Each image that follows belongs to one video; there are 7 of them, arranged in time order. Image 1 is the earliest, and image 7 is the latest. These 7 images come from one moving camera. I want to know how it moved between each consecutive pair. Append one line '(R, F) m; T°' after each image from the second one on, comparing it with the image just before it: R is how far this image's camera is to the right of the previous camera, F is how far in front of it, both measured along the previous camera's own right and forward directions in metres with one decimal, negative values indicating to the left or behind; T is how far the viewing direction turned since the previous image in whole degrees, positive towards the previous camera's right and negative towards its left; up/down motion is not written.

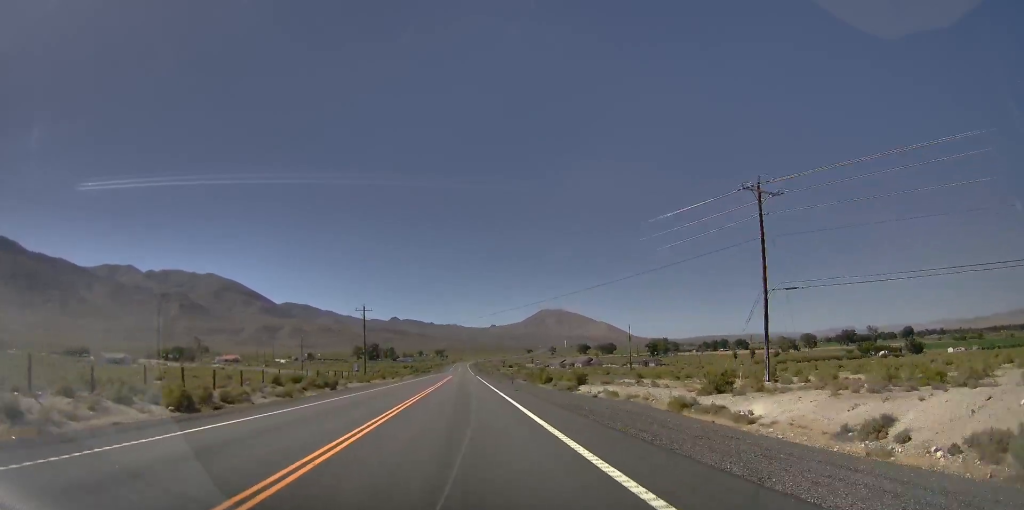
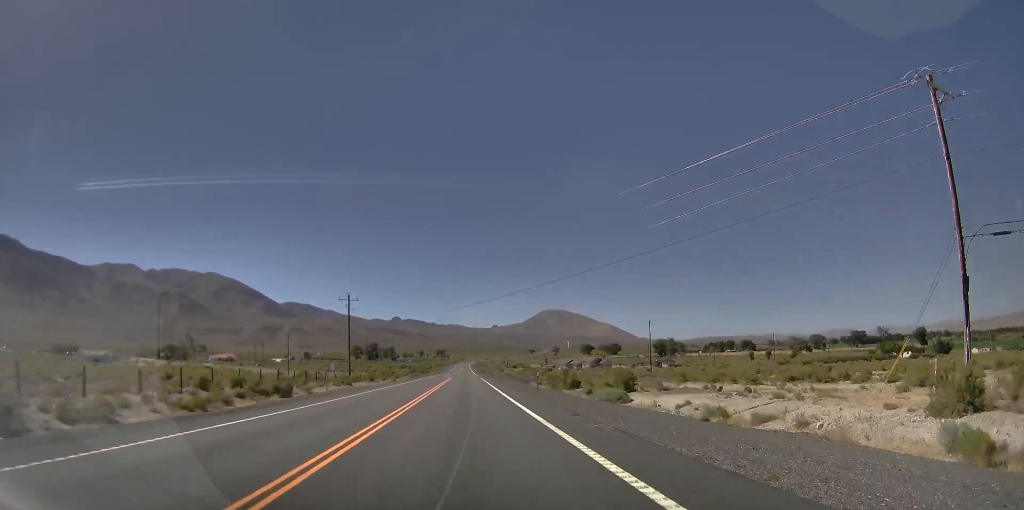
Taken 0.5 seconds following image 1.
(+0.3, +17.0) m; +1°
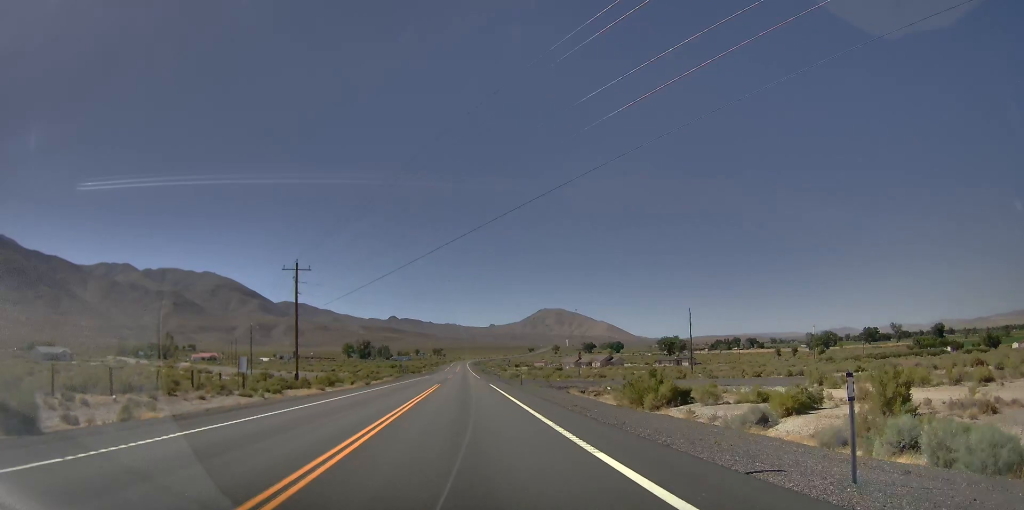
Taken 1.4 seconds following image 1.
(+0.5, +29.4) m; +1°
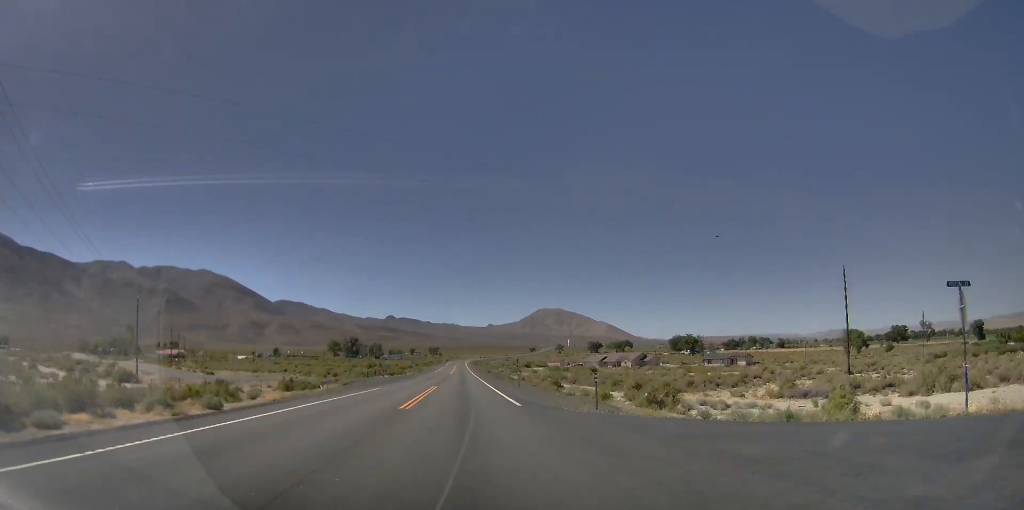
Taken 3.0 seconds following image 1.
(-1.3, +54.2) m; -2°
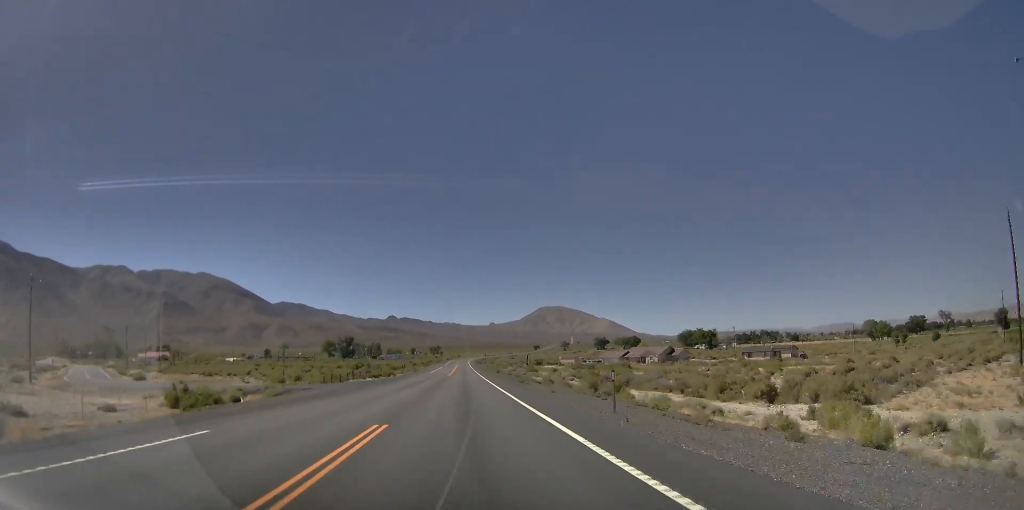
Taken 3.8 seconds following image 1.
(+0.3, +28.2) m; 0°
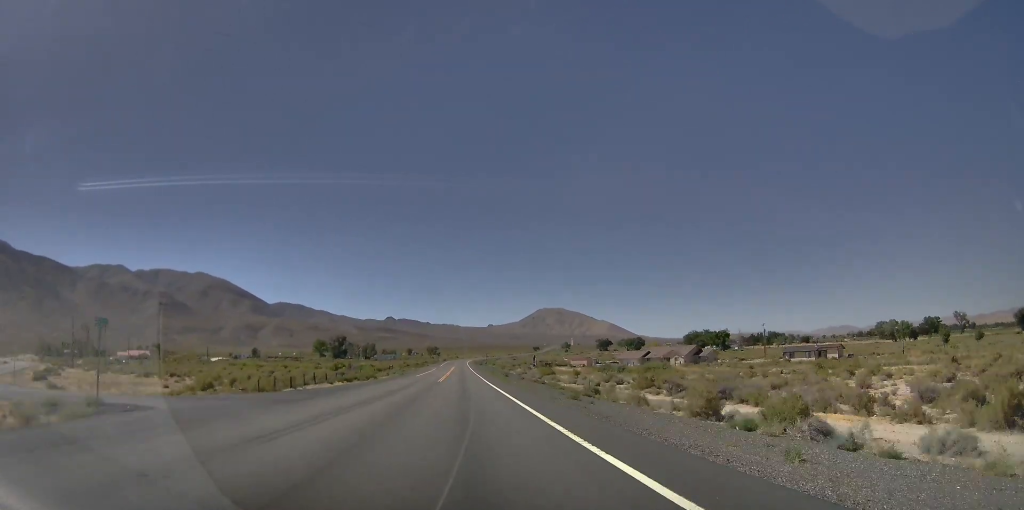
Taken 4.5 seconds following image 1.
(+0.1, +24.8) m; 0°
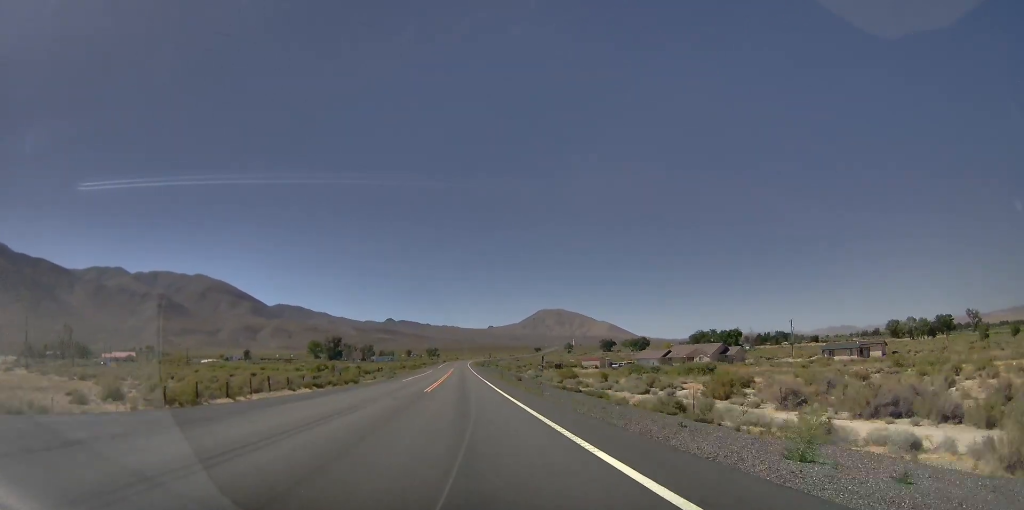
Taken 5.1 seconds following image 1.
(-0.1, +18.0) m; 0°
